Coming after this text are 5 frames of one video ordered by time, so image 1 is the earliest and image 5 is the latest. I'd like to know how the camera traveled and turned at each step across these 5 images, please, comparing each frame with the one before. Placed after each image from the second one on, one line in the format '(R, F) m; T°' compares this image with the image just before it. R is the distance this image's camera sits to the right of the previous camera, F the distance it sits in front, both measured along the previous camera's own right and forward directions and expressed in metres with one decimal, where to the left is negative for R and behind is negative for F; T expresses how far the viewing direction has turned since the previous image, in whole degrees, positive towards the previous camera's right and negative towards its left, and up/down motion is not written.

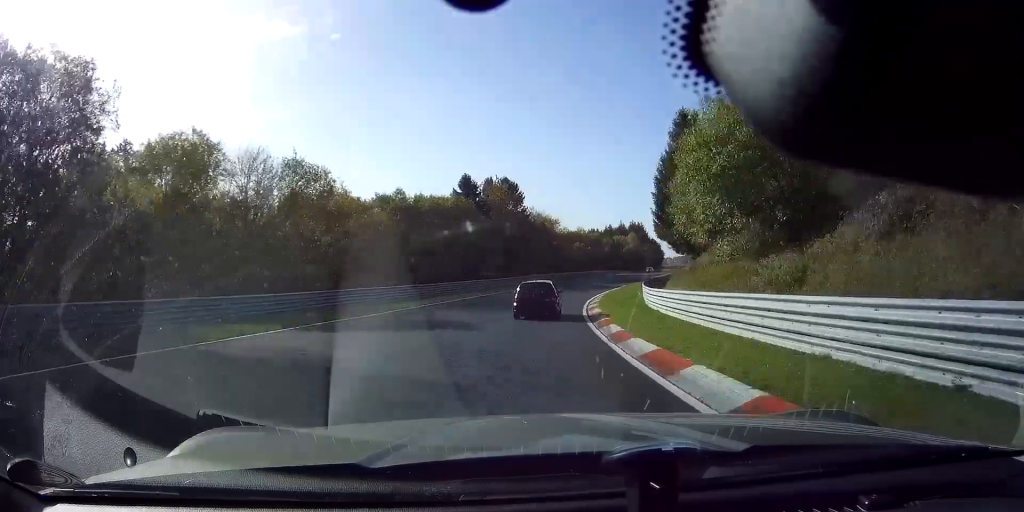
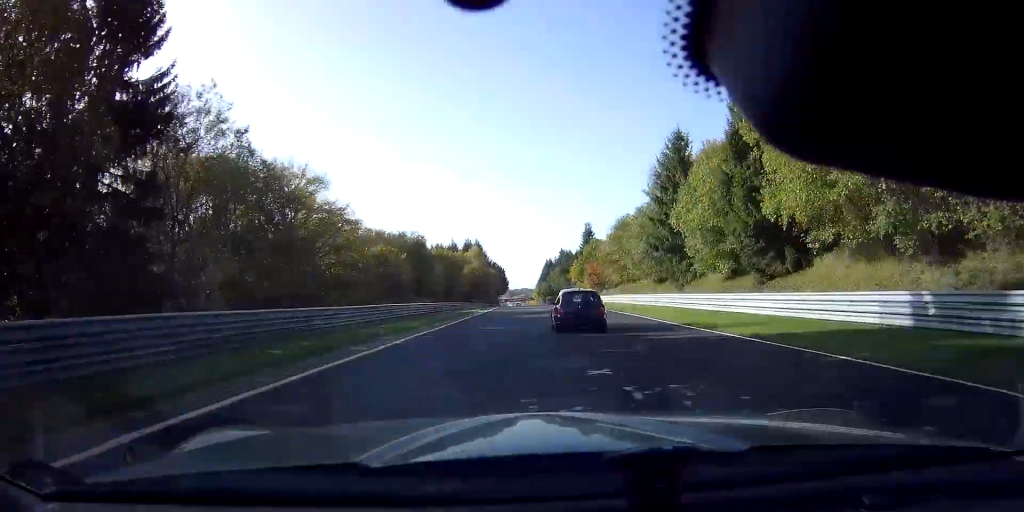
(+12.6, +69.6) m; +16°
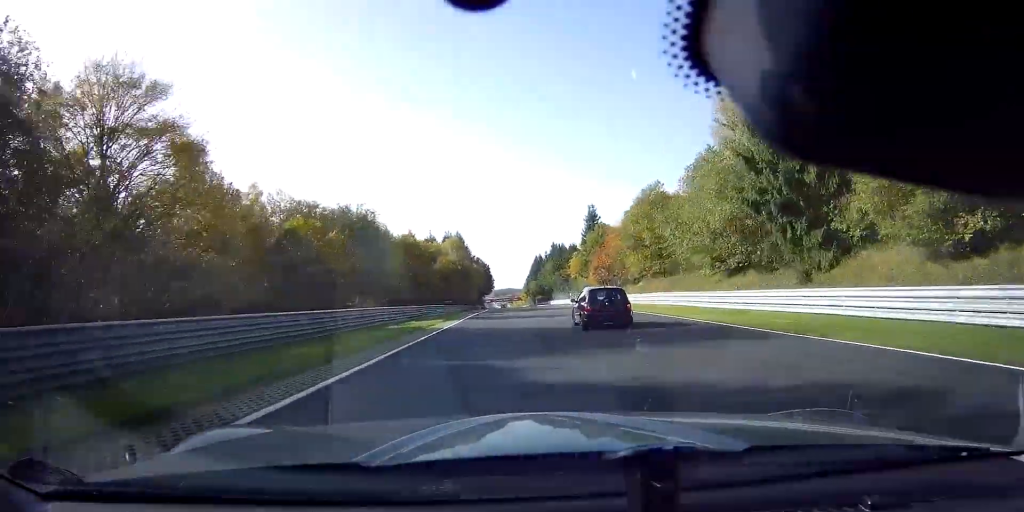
(+0.5, +22.8) m; +2°
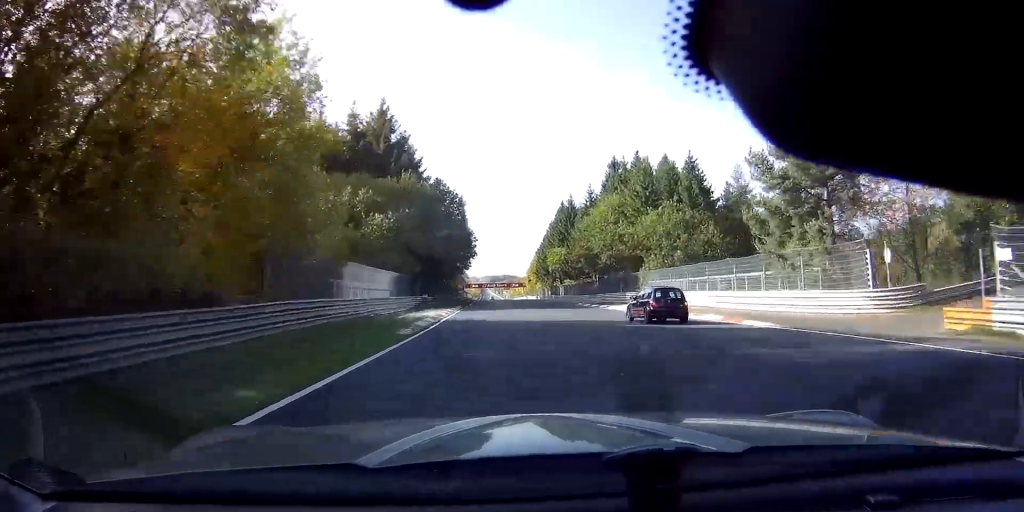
(+2.8, +107.2) m; +1°
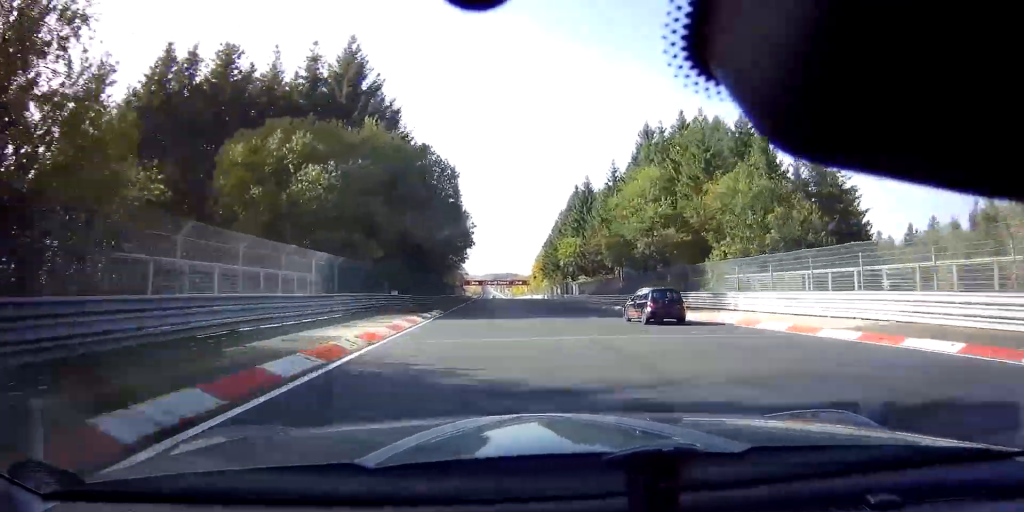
(0.0, +17.5) m; 0°
